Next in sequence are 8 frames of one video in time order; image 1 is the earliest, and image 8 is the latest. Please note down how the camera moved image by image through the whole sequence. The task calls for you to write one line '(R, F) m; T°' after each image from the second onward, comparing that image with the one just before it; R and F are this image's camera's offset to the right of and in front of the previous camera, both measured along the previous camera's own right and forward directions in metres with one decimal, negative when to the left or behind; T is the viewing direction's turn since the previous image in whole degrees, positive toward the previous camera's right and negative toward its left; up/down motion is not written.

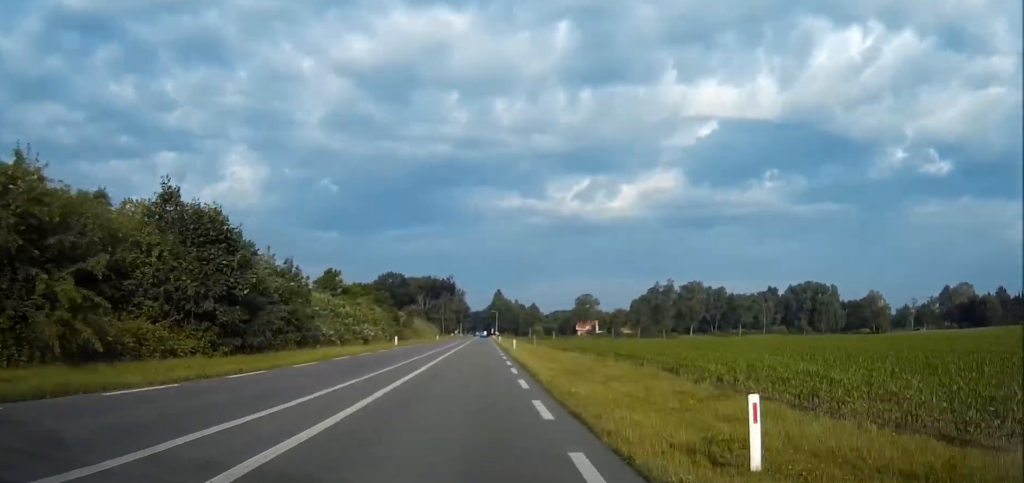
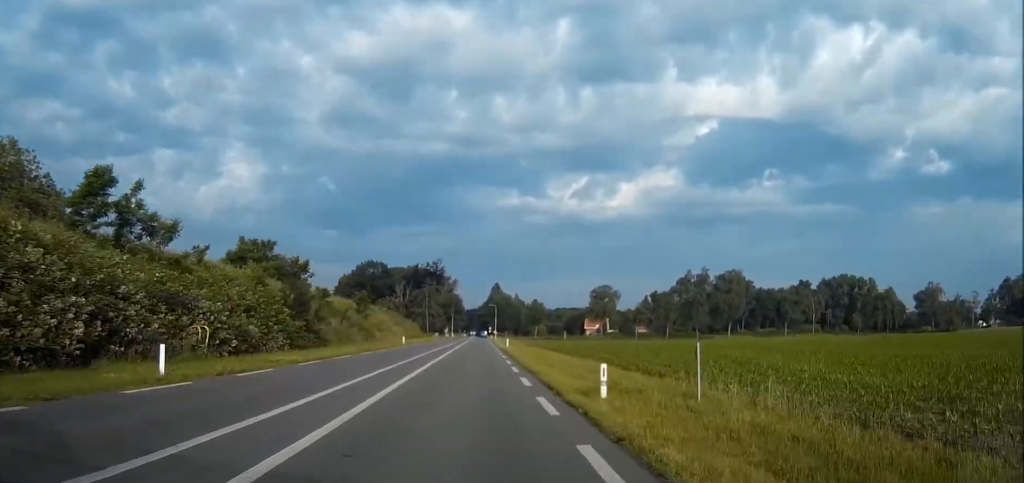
(0.0, +42.4) m; 0°
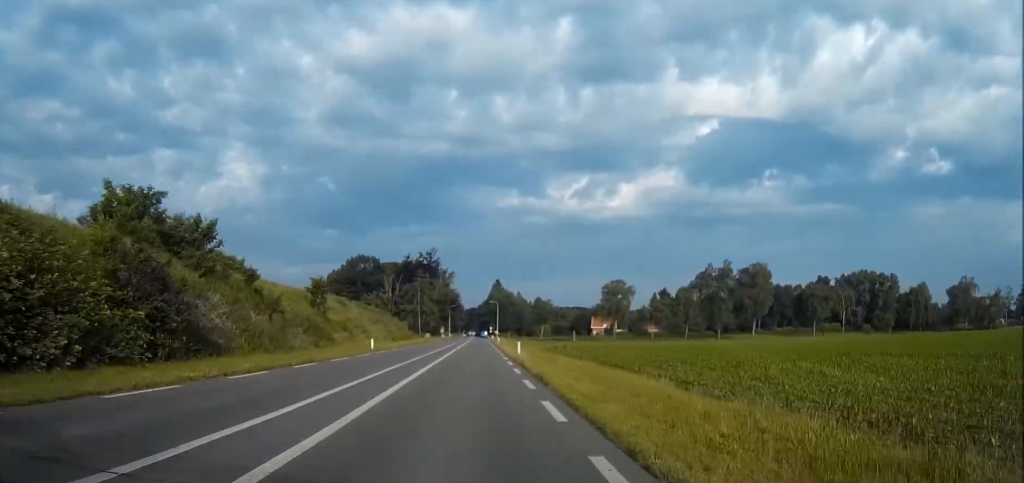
(0.0, +19.1) m; 0°
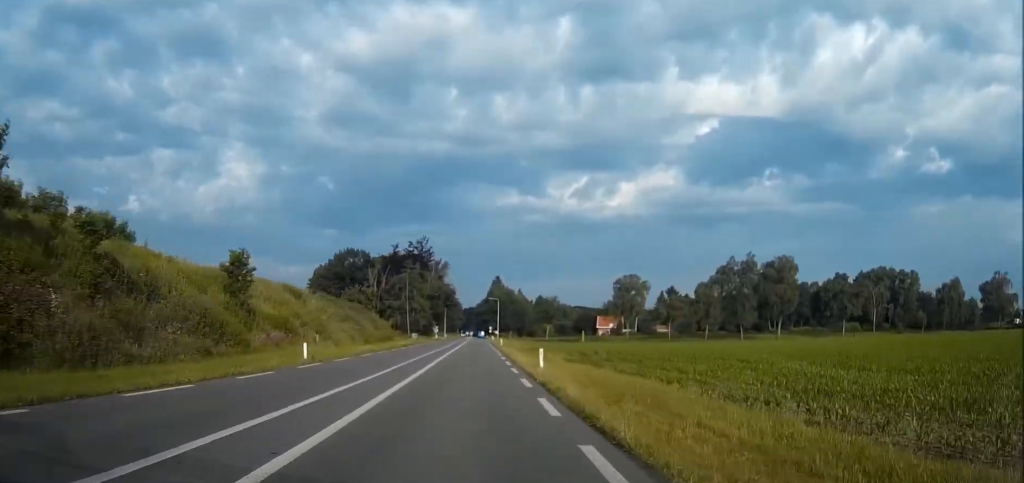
(0.0, +17.6) m; 0°
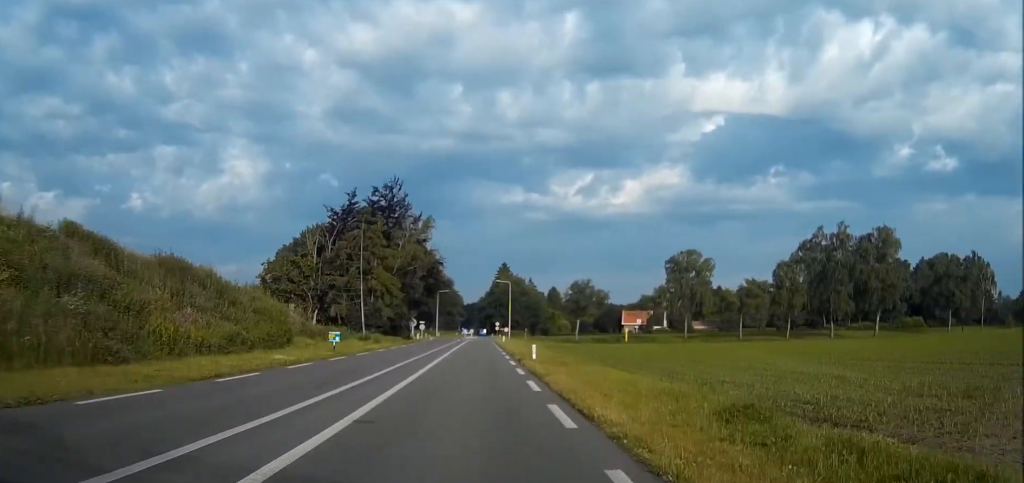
(-0.1, +44.3) m; 0°
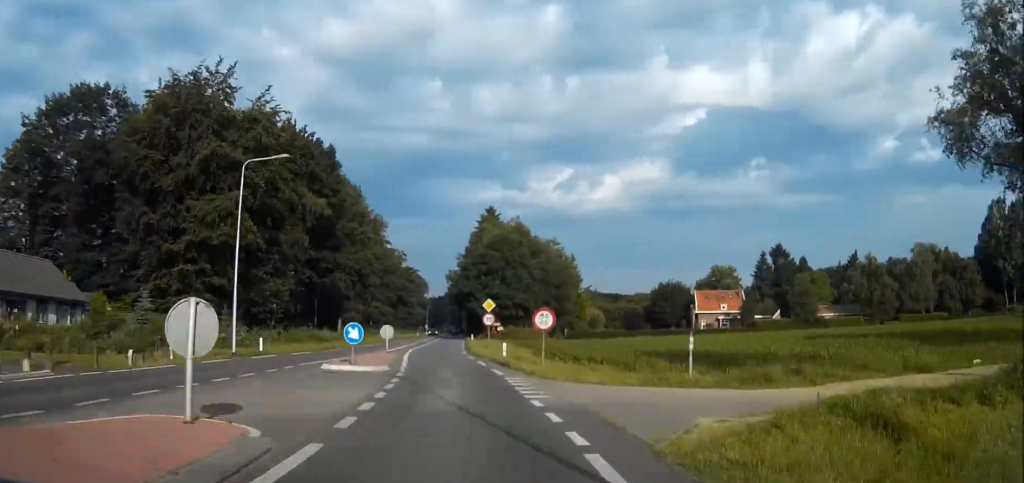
(+2.5, +102.0) m; +1°
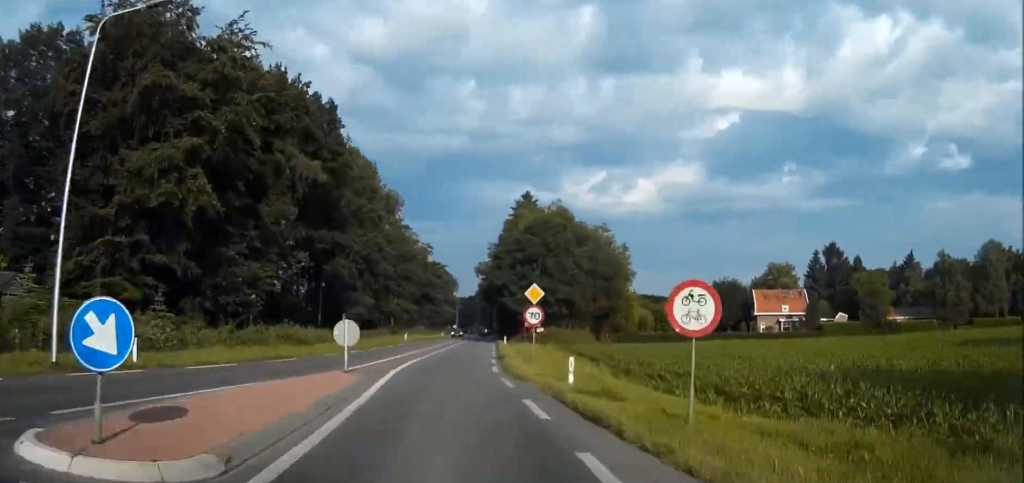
(-0.3, +15.9) m; 0°
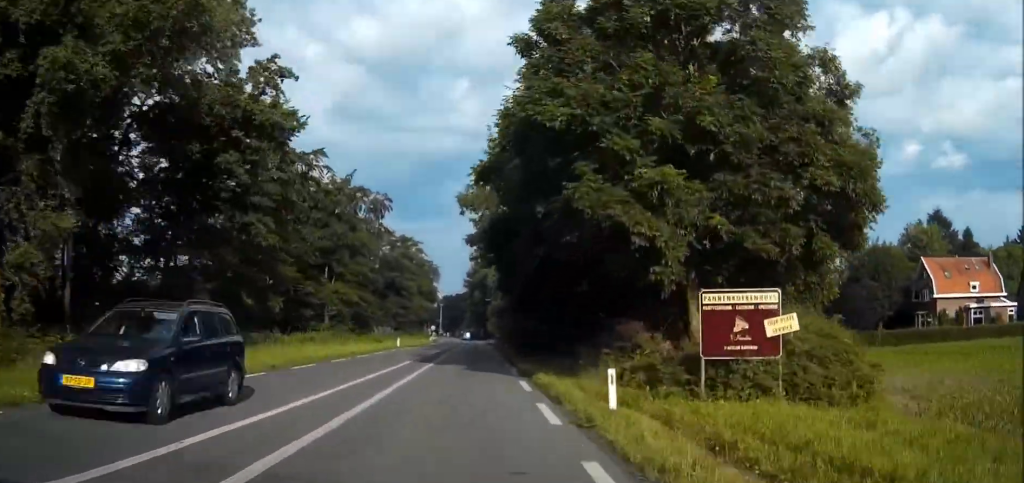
(-0.7, +55.6) m; -1°
